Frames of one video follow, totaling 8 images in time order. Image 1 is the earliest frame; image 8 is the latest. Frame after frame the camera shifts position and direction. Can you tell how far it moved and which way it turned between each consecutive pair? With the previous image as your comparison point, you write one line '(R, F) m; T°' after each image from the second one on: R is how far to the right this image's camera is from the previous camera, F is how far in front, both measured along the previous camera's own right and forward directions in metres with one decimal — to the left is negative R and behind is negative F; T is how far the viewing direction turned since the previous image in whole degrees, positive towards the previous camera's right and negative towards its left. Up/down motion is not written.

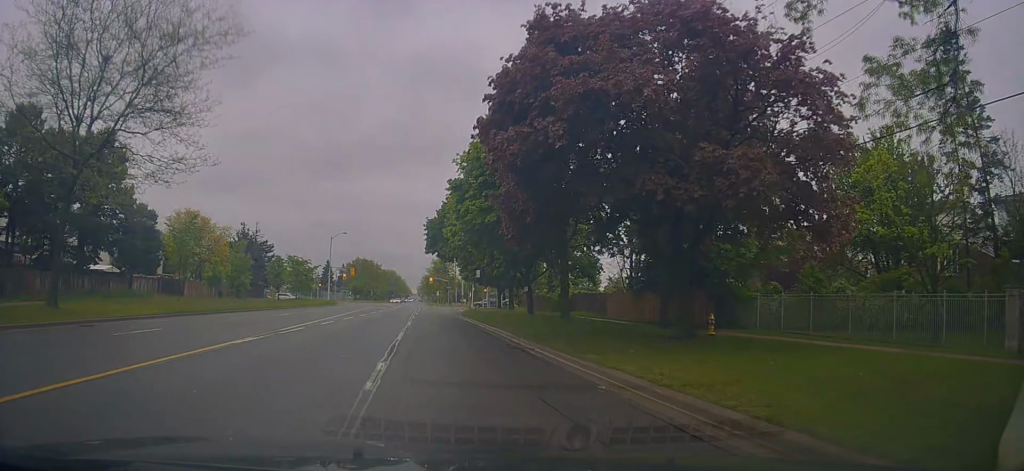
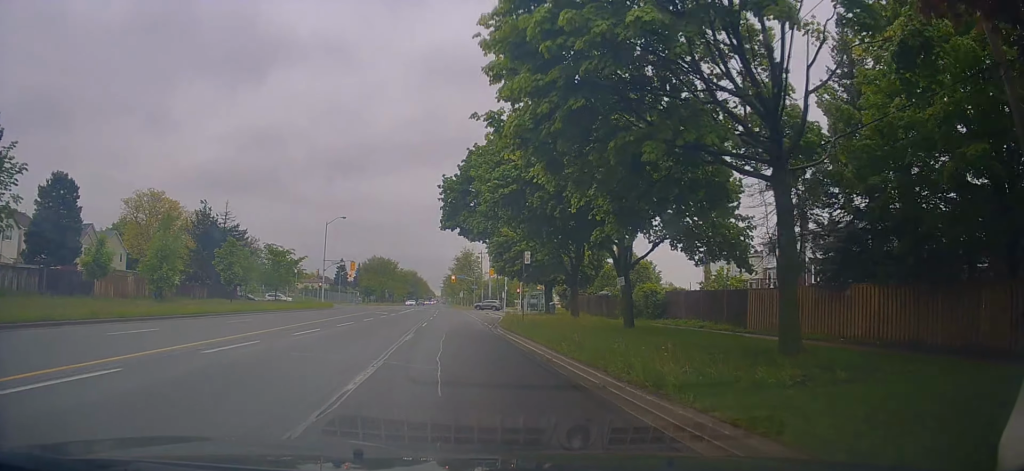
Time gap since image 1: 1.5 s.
(-0.5, +18.7) m; -1°
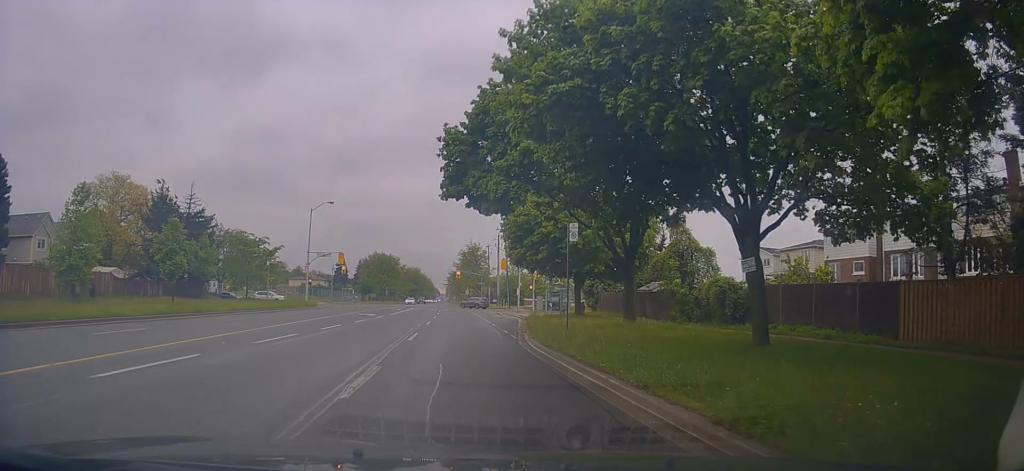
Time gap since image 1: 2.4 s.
(+0.2, +10.5) m; -1°
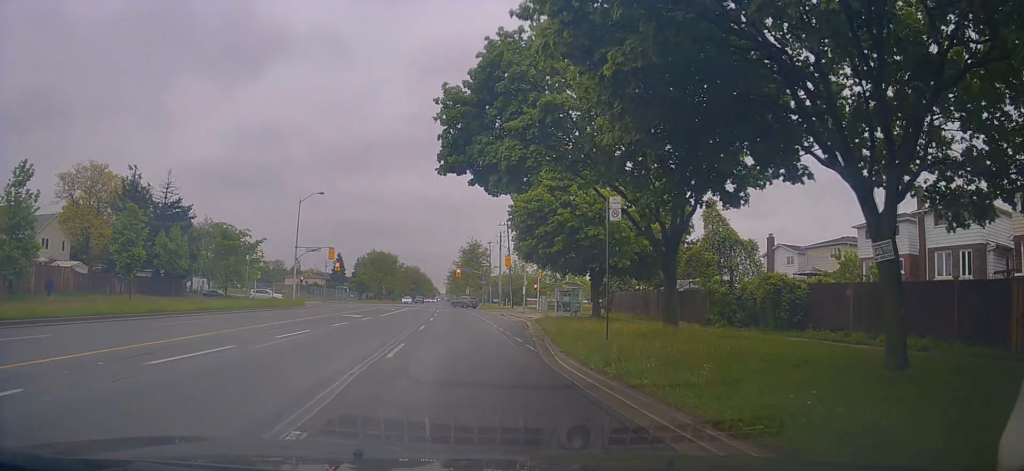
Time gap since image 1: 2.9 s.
(0.0, +5.2) m; -1°
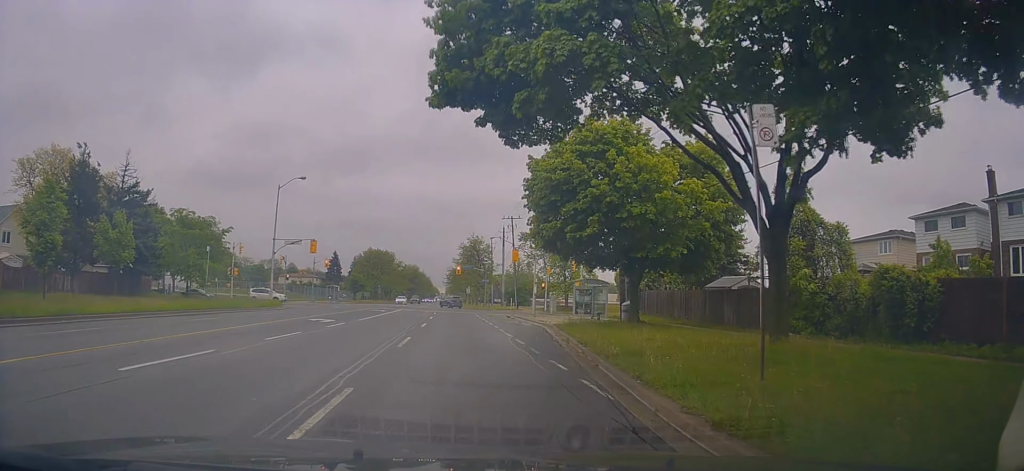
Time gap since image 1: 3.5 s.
(-0.2, +7.4) m; -2°
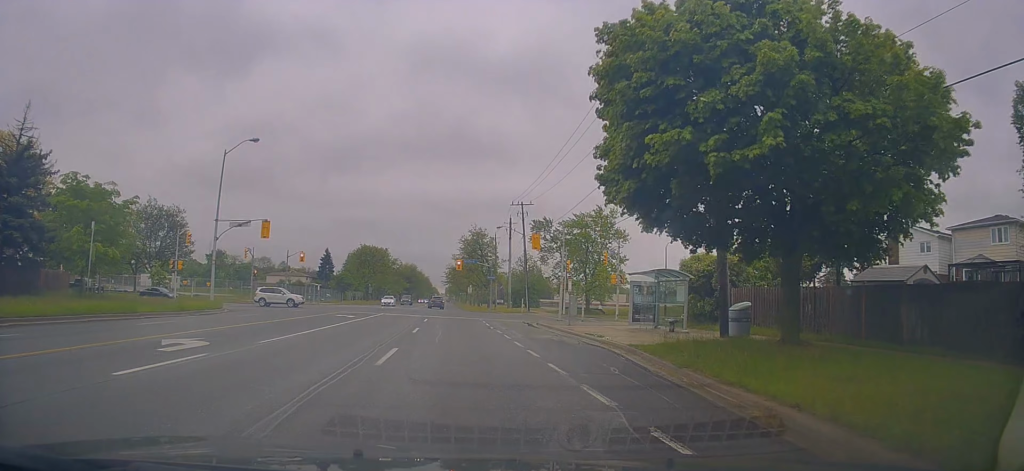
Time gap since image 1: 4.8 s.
(-0.1, +13.3) m; +1°
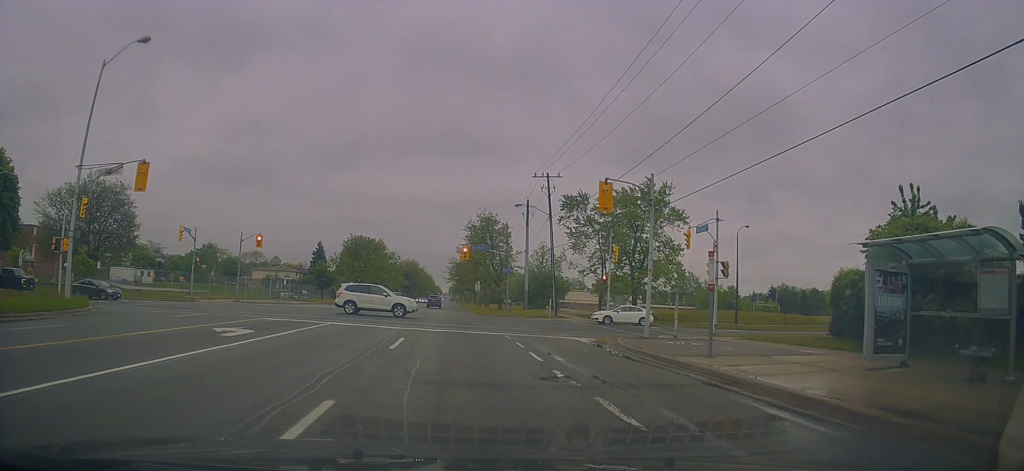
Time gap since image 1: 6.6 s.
(+0.3, +17.4) m; -1°
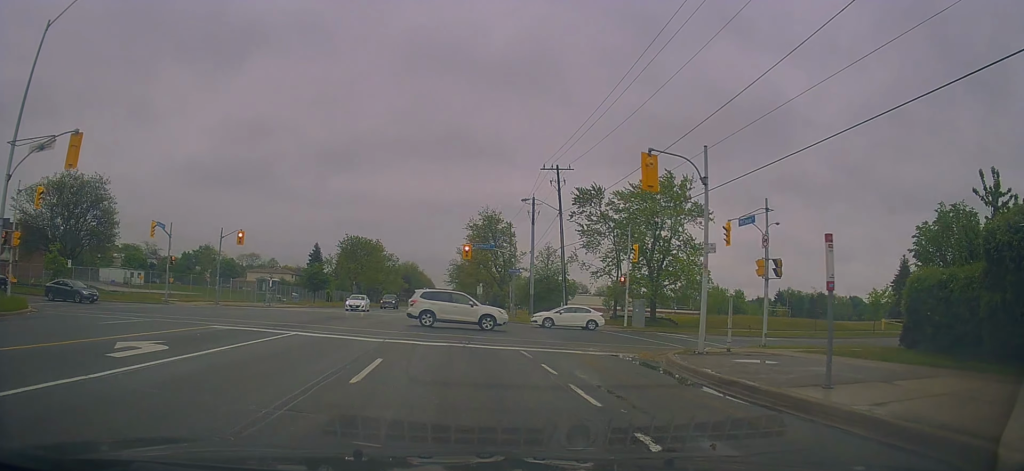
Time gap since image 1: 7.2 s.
(-0.1, +5.1) m; -1°
